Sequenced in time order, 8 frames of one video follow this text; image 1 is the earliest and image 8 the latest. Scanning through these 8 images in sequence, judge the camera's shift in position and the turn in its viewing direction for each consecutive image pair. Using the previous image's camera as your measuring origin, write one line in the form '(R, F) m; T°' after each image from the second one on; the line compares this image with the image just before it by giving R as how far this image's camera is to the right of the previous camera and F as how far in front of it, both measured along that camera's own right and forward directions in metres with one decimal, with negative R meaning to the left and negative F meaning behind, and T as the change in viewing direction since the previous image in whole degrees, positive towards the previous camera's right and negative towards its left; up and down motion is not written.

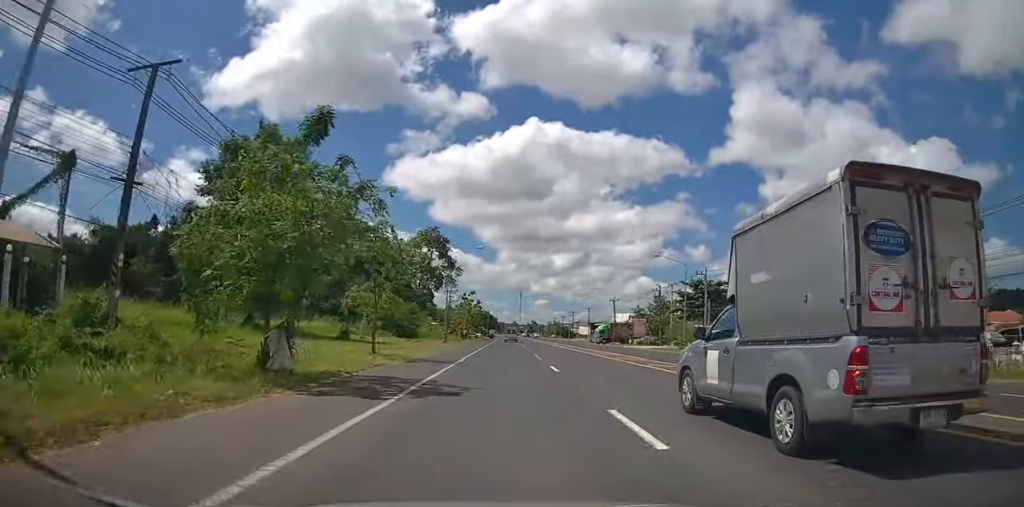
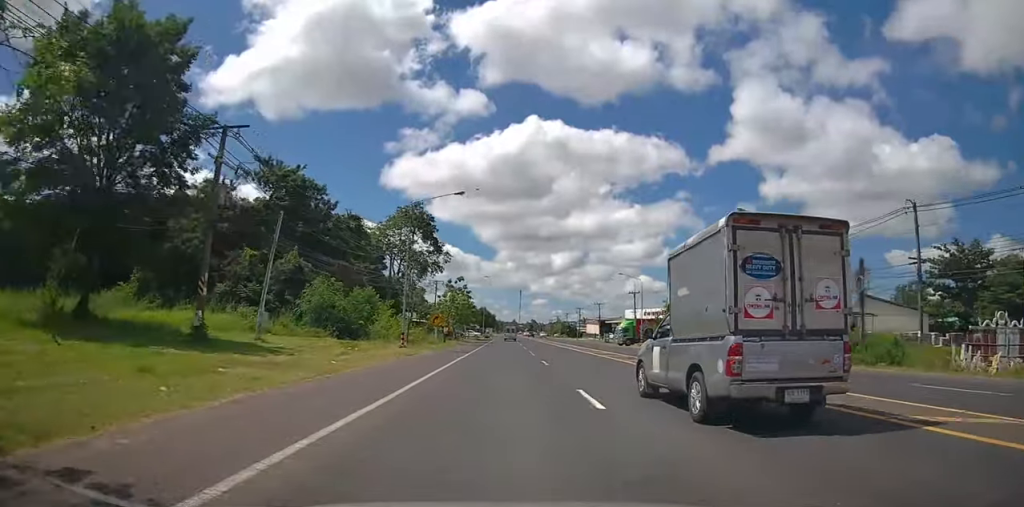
(+0.4, +21.5) m; +1°
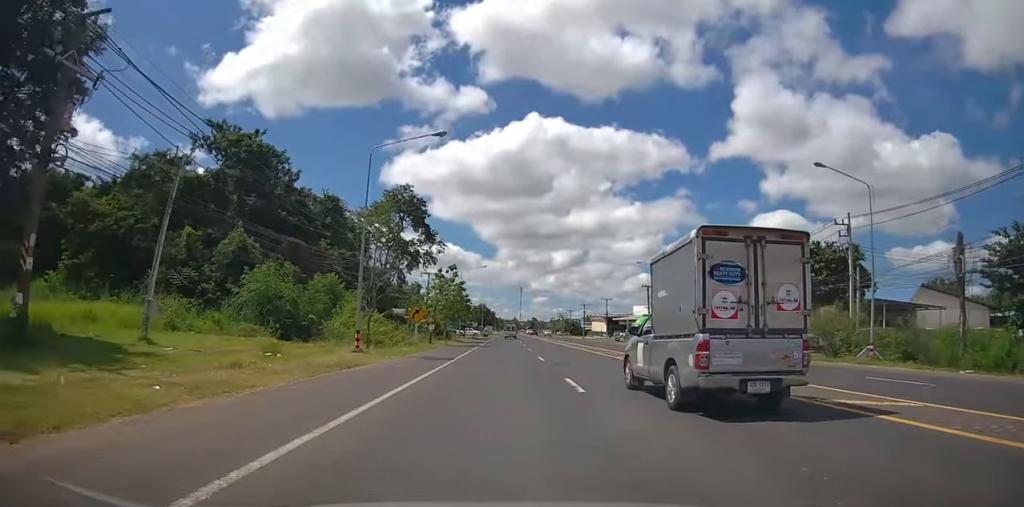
(0.0, +10.0) m; 0°
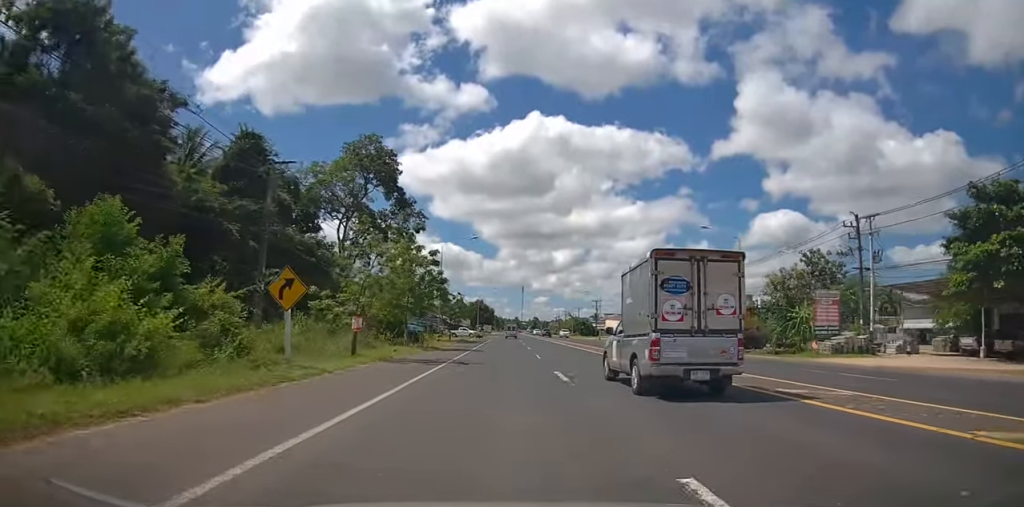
(-0.4, +21.9) m; -1°
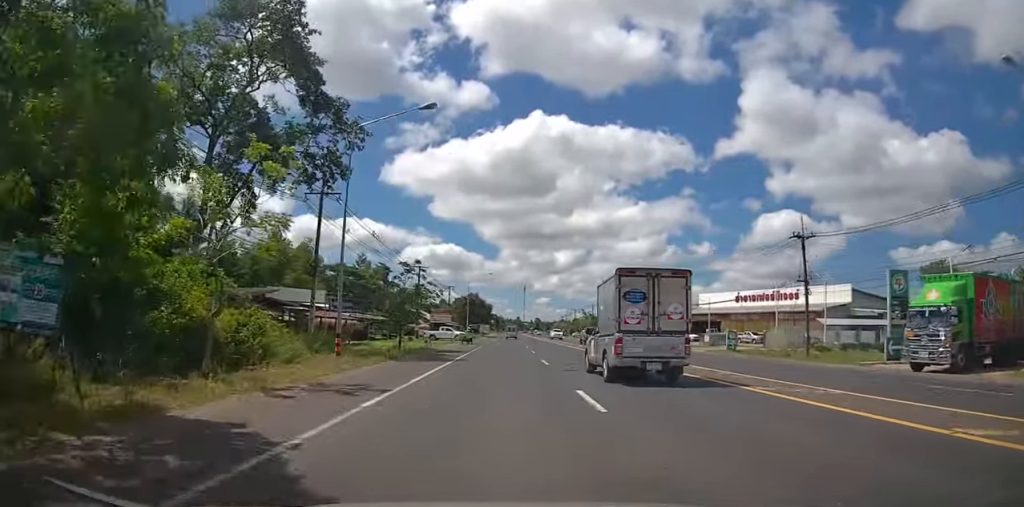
(0.0, +29.4) m; 0°
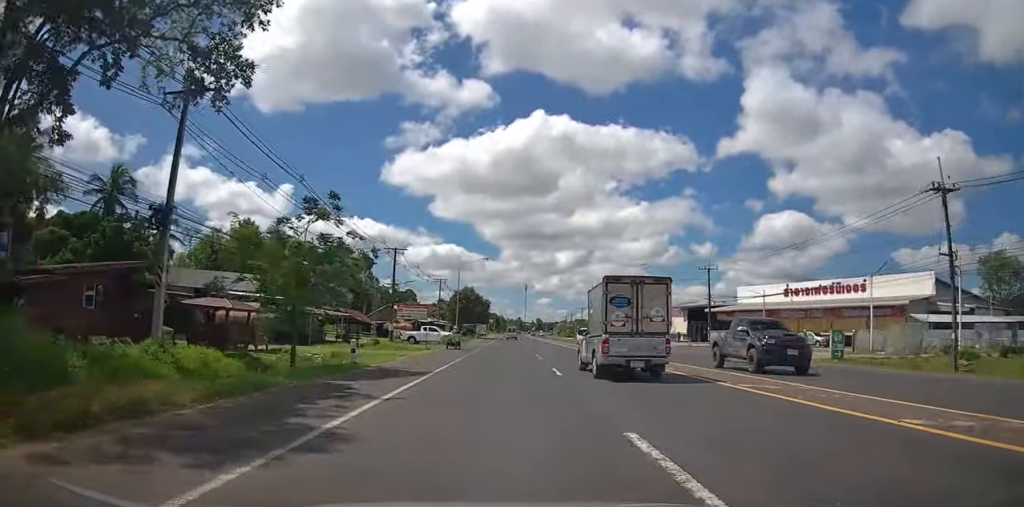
(0.0, +16.9) m; 0°
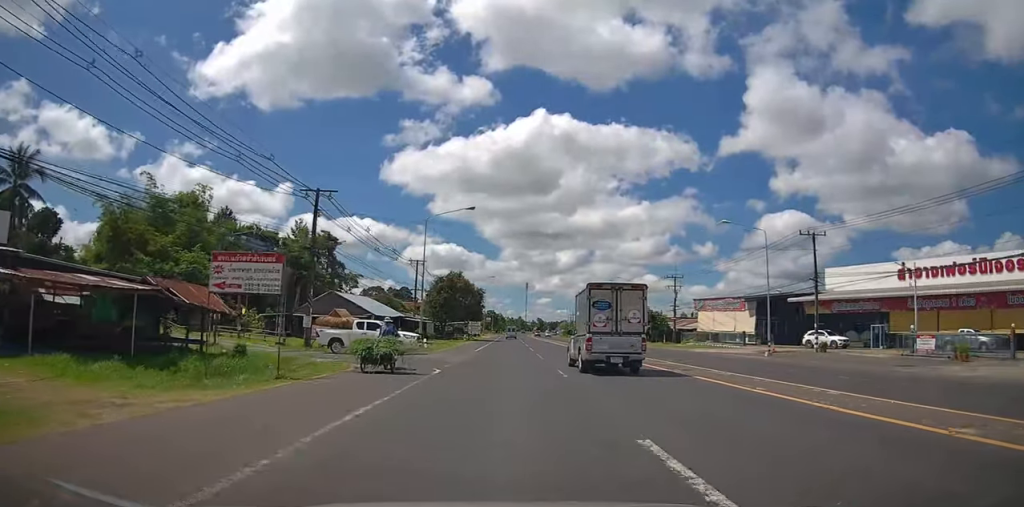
(0.0, +24.9) m; -1°
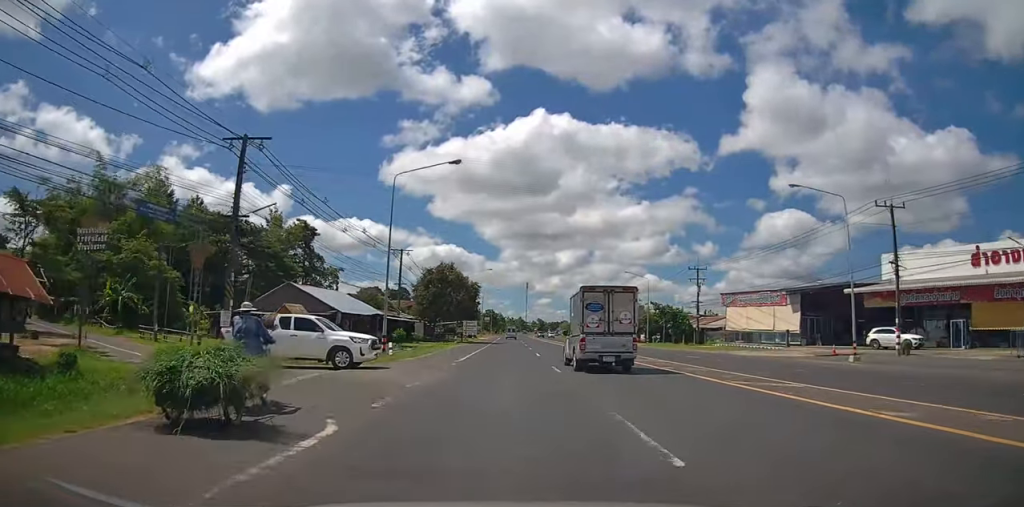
(-0.1, +10.3) m; 0°
